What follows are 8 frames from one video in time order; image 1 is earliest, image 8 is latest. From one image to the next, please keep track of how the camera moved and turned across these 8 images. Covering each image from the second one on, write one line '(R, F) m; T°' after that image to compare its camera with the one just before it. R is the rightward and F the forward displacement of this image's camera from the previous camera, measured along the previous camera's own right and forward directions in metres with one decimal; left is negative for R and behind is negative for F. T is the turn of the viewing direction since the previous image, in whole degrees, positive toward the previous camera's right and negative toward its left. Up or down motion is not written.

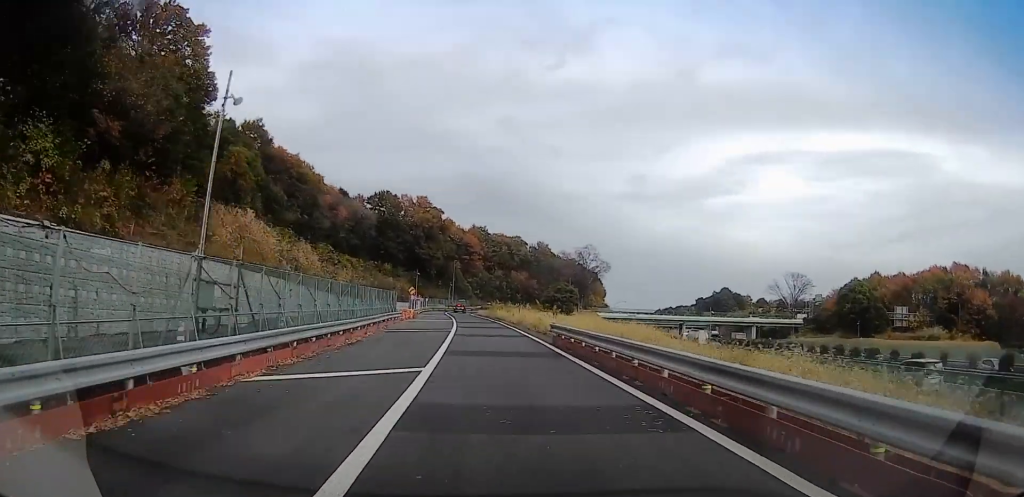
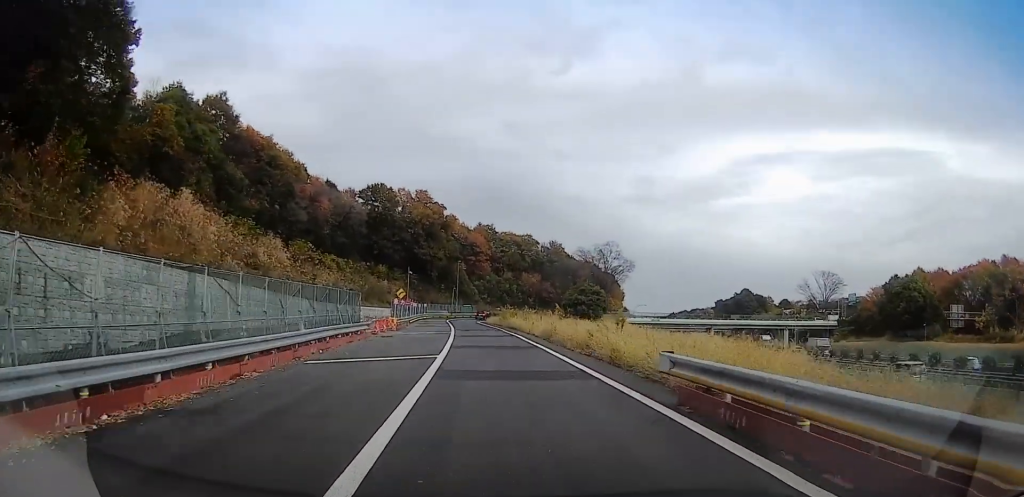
(+0.2, +14.3) m; 0°
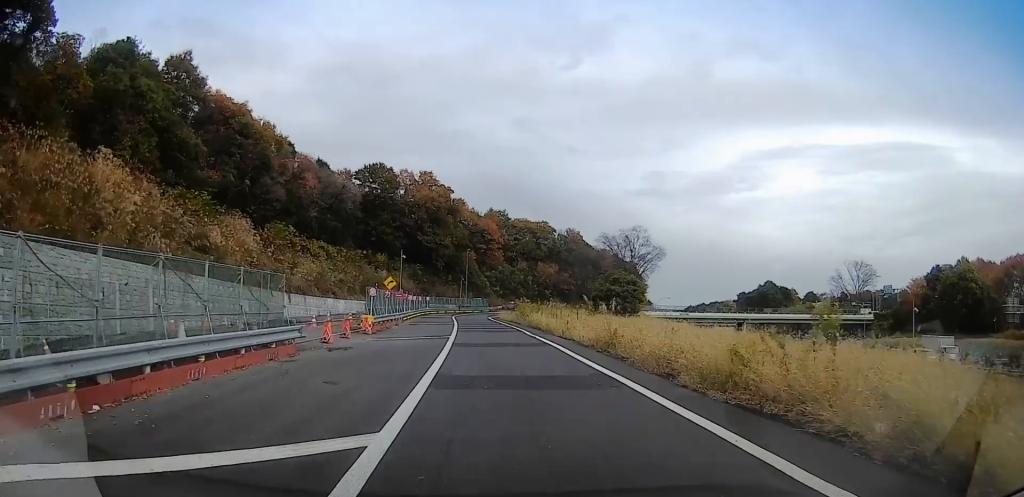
(+0.2, +12.0) m; 0°
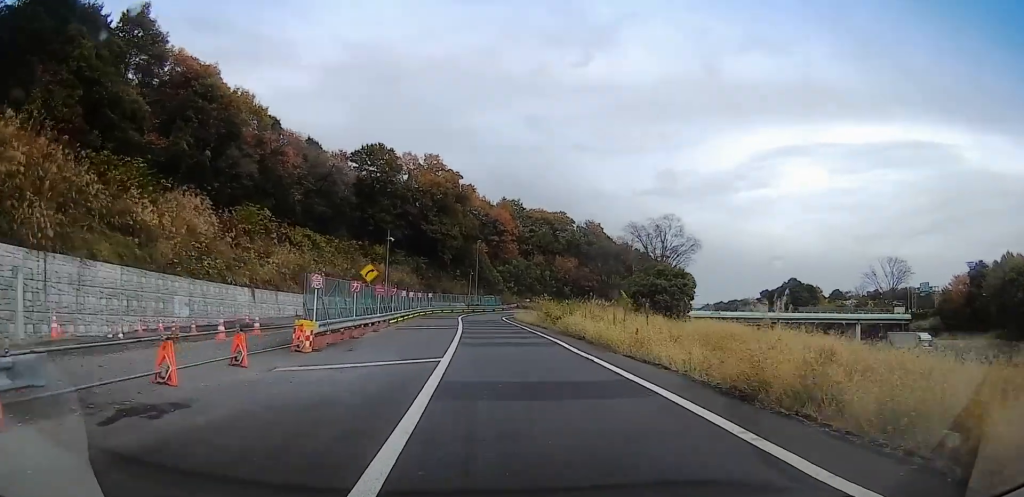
(-0.8, +11.4) m; 0°
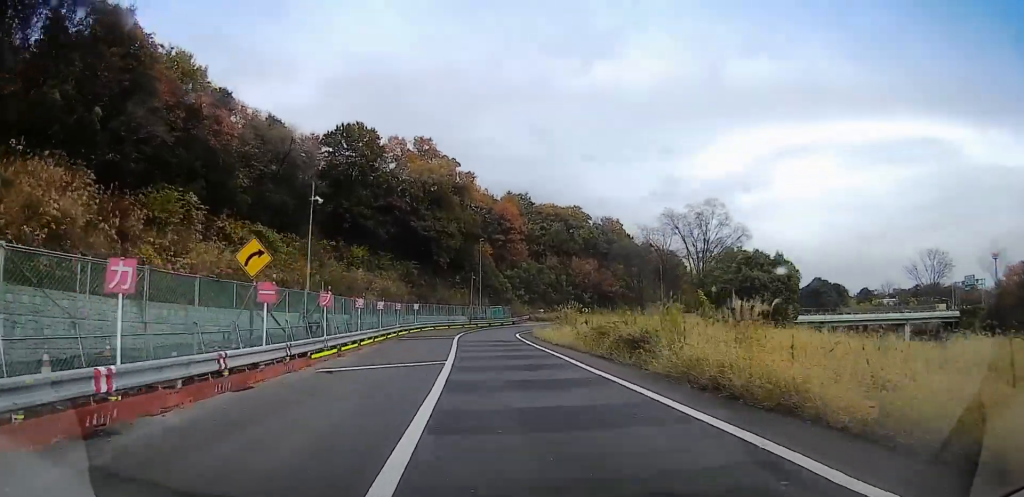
(+1.3, +15.4) m; +5°
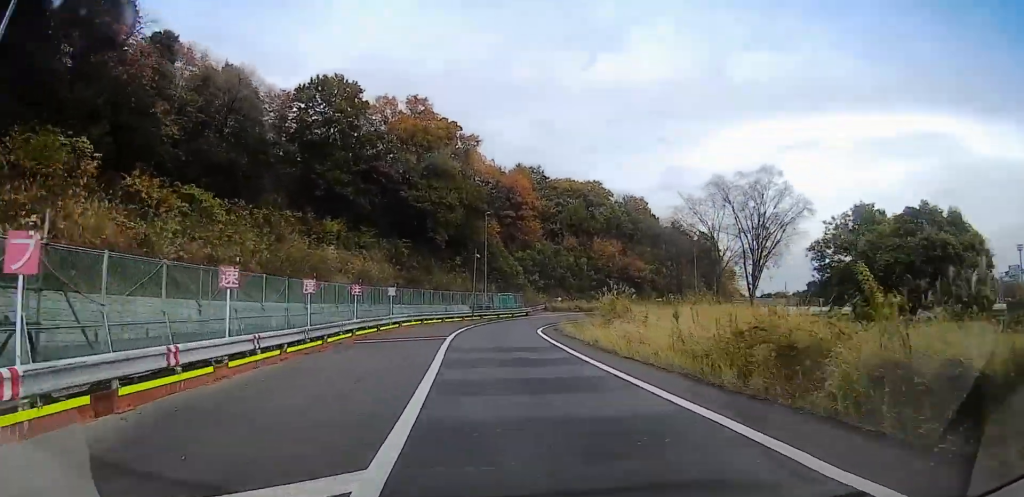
(0.0, +14.1) m; 0°
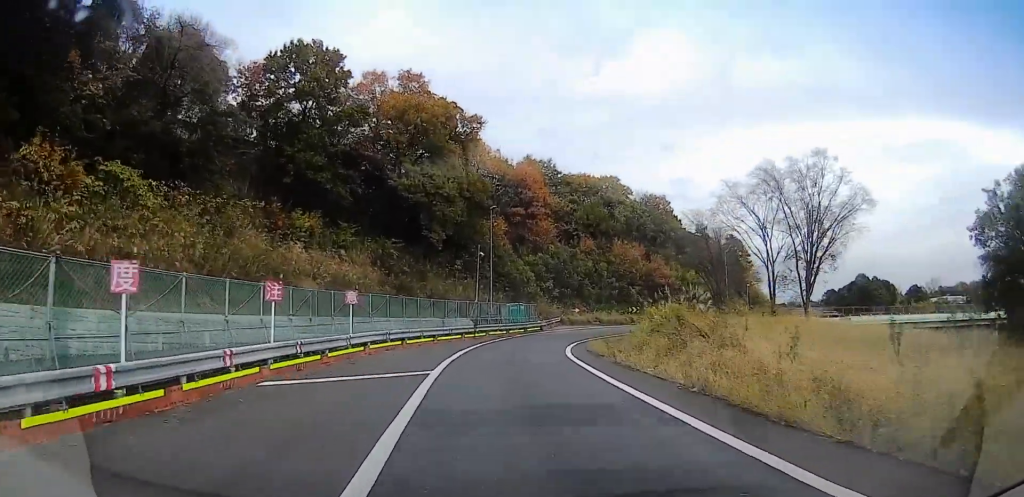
(0.0, +10.1) m; 0°
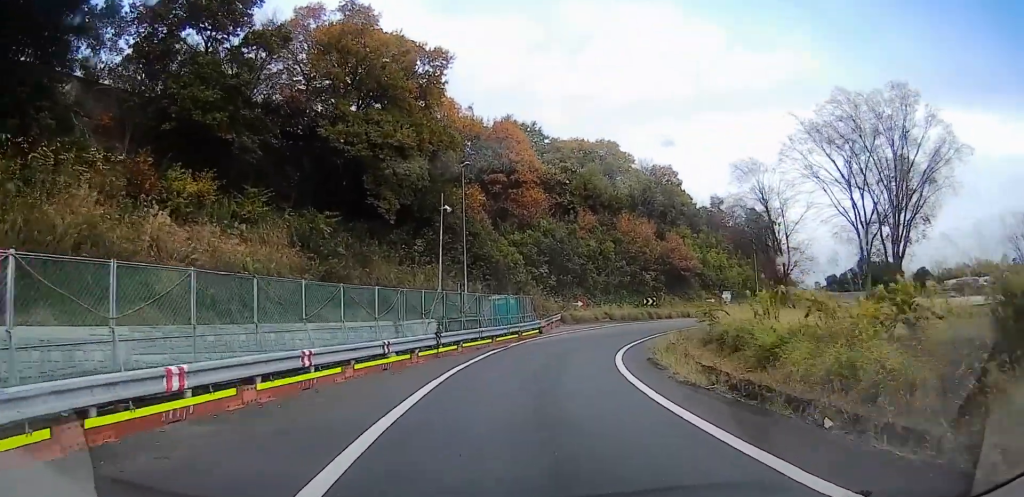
(0.0, +15.6) m; 0°
